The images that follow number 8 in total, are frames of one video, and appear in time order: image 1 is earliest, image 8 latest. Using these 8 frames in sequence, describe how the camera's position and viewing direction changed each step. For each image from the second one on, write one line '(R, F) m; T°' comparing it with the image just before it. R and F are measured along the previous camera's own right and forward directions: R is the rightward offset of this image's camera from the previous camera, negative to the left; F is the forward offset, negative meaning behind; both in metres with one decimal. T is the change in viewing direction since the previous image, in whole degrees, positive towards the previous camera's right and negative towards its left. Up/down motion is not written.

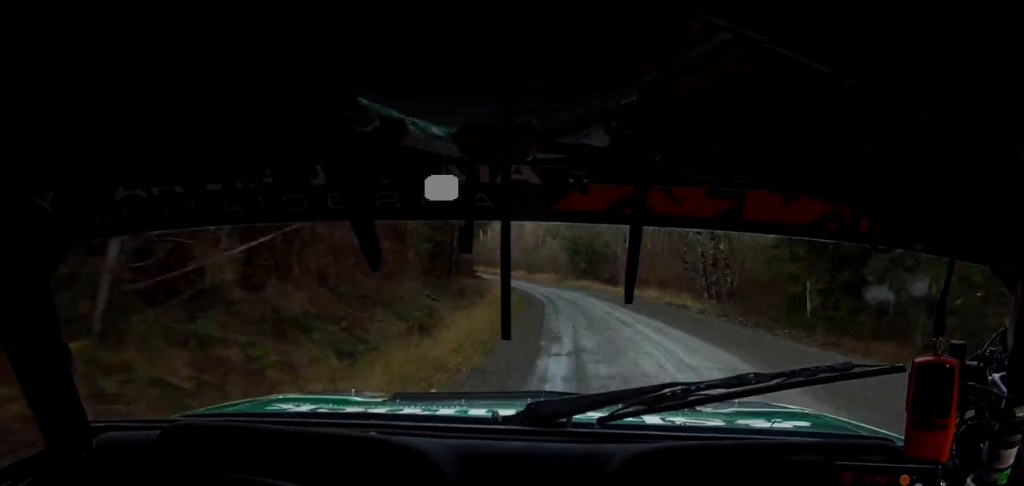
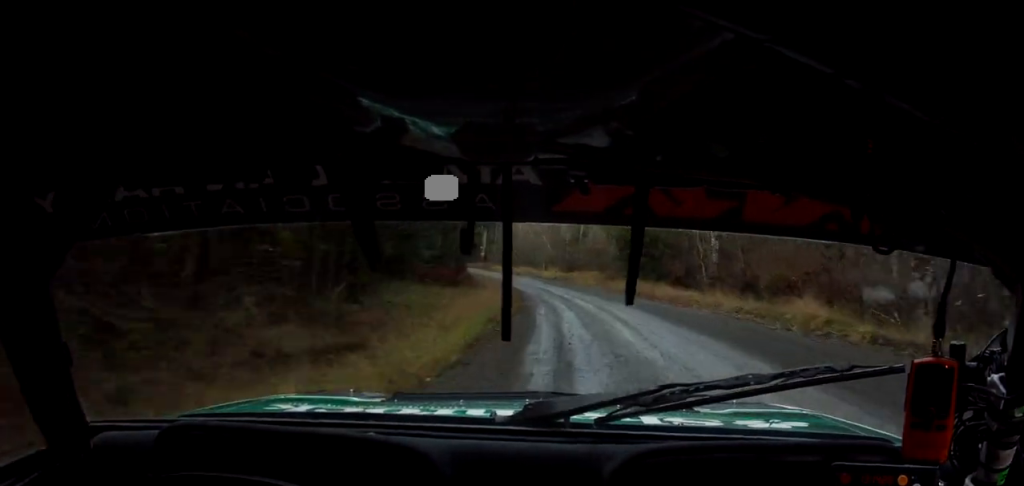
(-0.9, +27.9) m; -3°
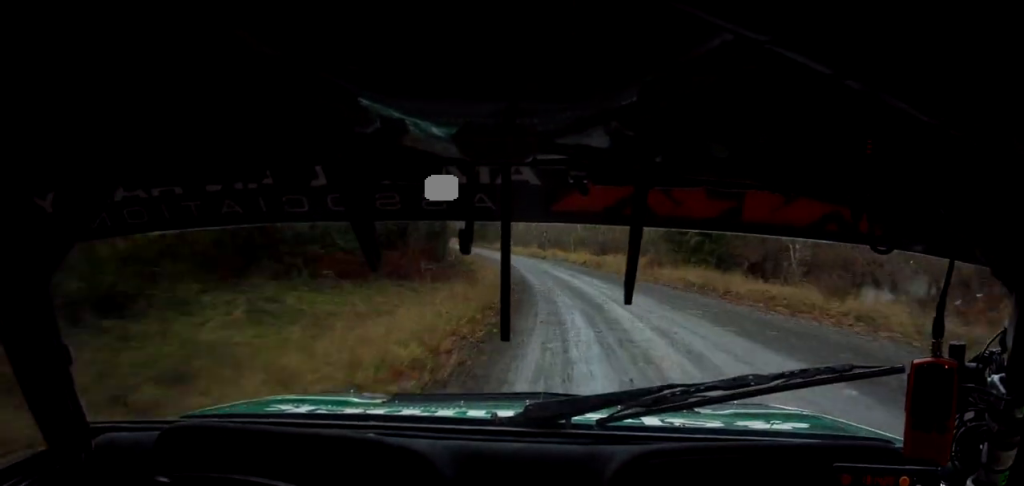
(+0.1, +15.1) m; -2°
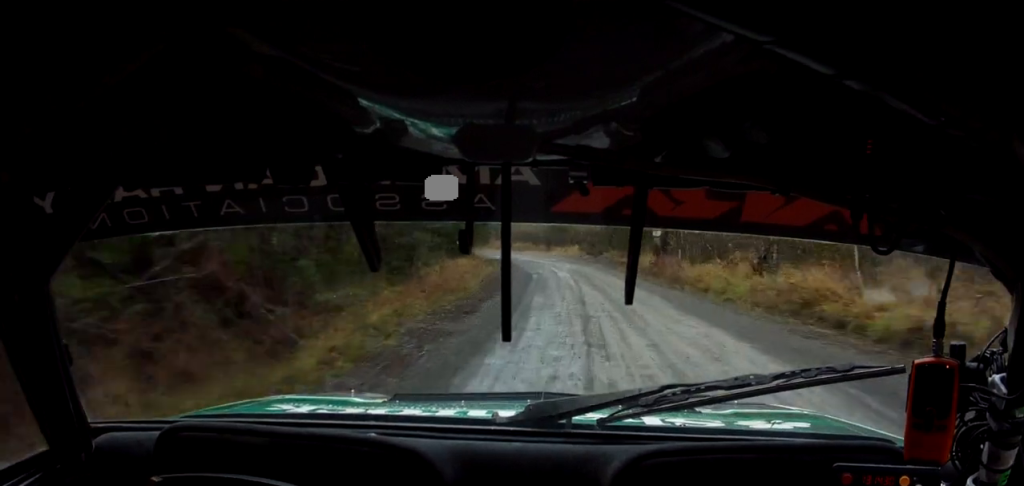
(-6.3, +65.7) m; -10°
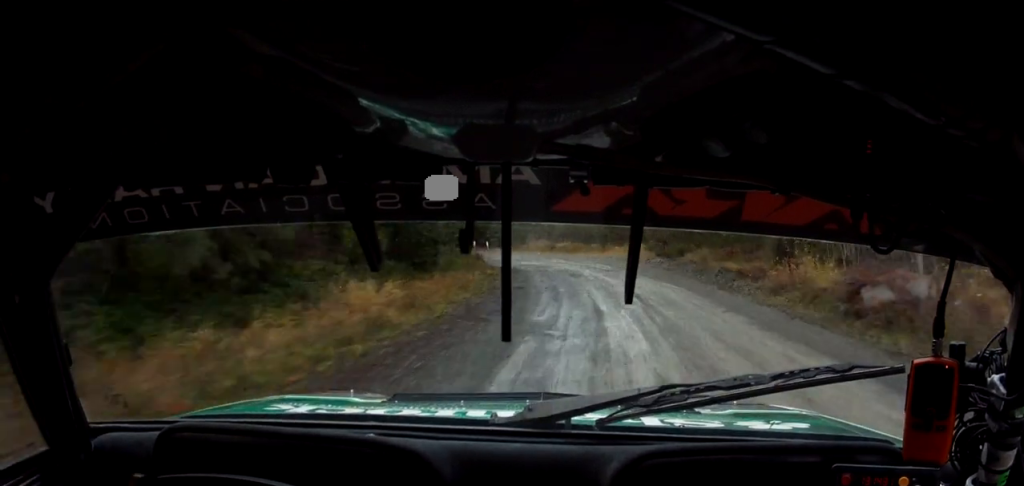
(-0.9, +24.9) m; -2°
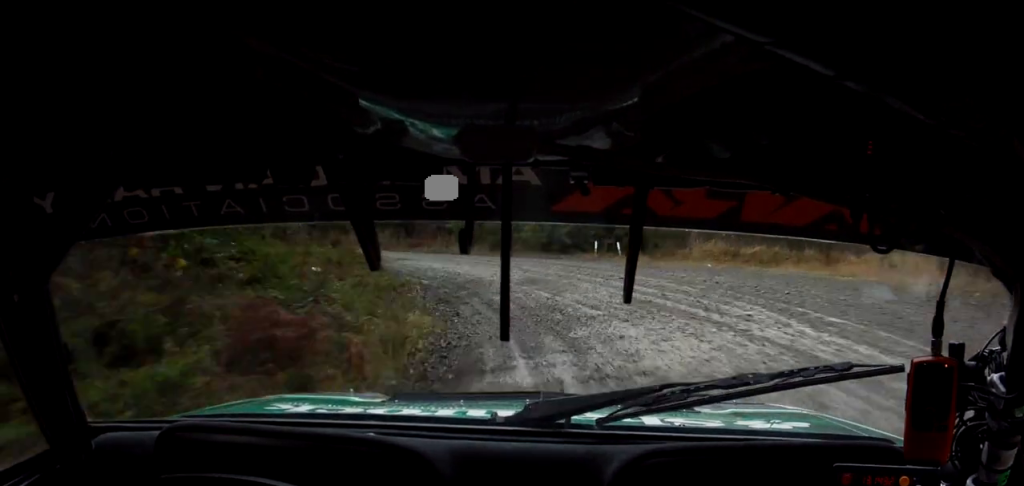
(-0.8, +46.1) m; -5°
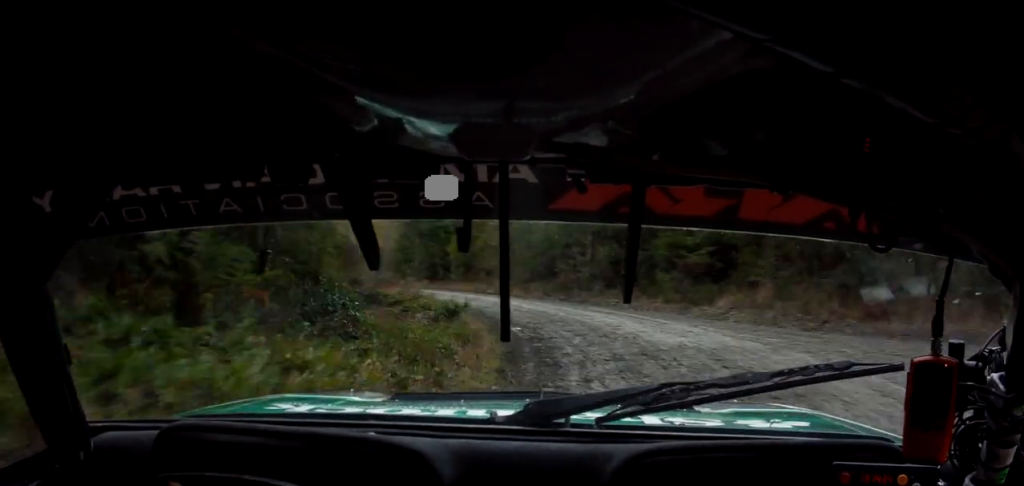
(-5.8, +33.8) m; -28°
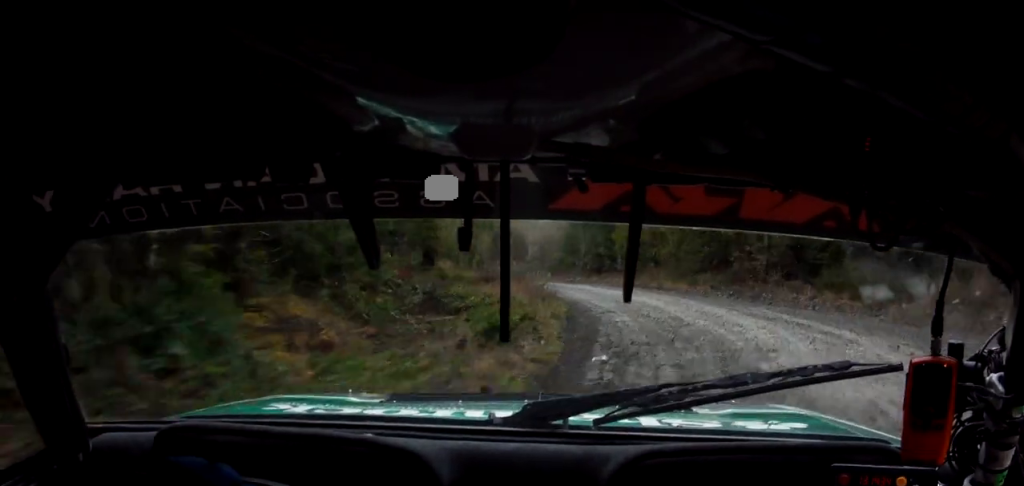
(+0.3, +8.3) m; -13°
